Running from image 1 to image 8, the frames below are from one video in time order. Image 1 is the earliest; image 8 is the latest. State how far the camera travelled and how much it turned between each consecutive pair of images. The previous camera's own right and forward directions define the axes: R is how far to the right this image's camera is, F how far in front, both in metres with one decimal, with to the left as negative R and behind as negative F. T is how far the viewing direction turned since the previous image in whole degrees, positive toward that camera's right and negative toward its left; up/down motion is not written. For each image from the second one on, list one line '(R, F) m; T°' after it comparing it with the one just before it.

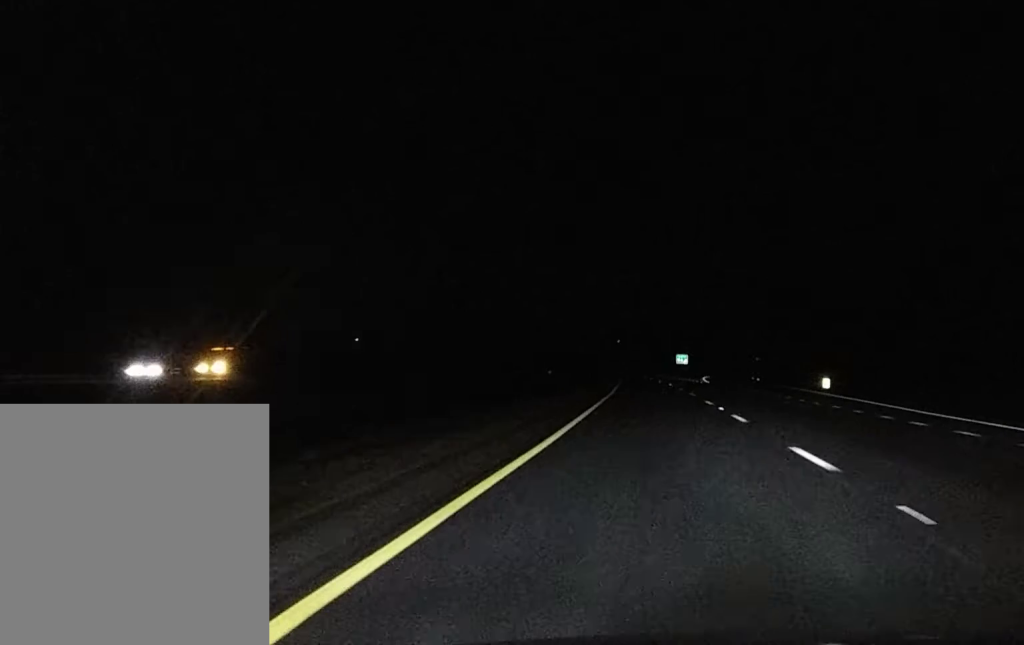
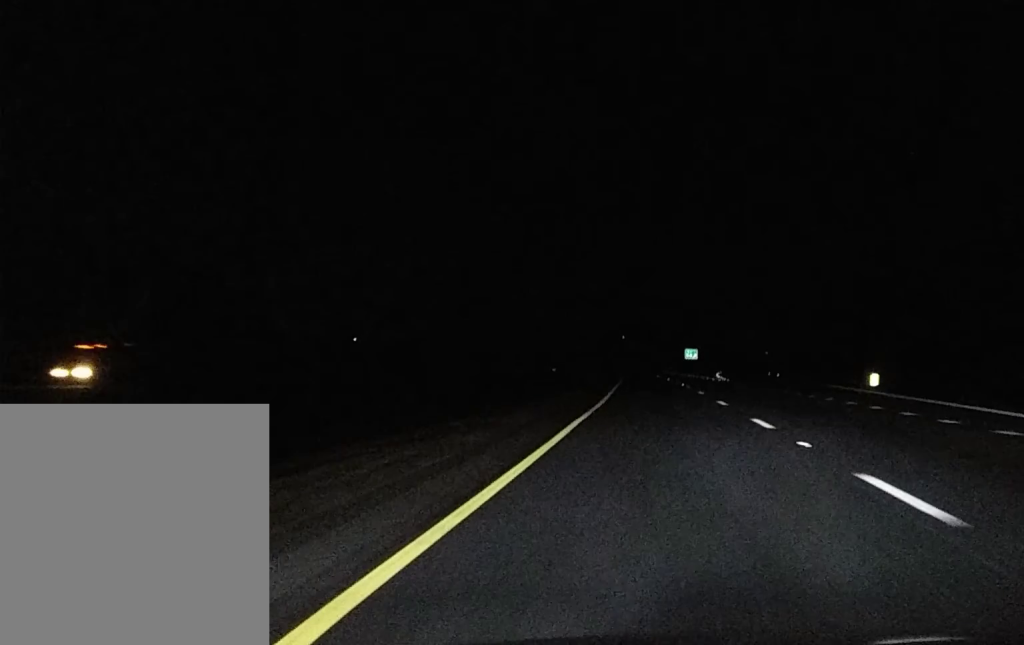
(0.0, +18.5) m; 0°
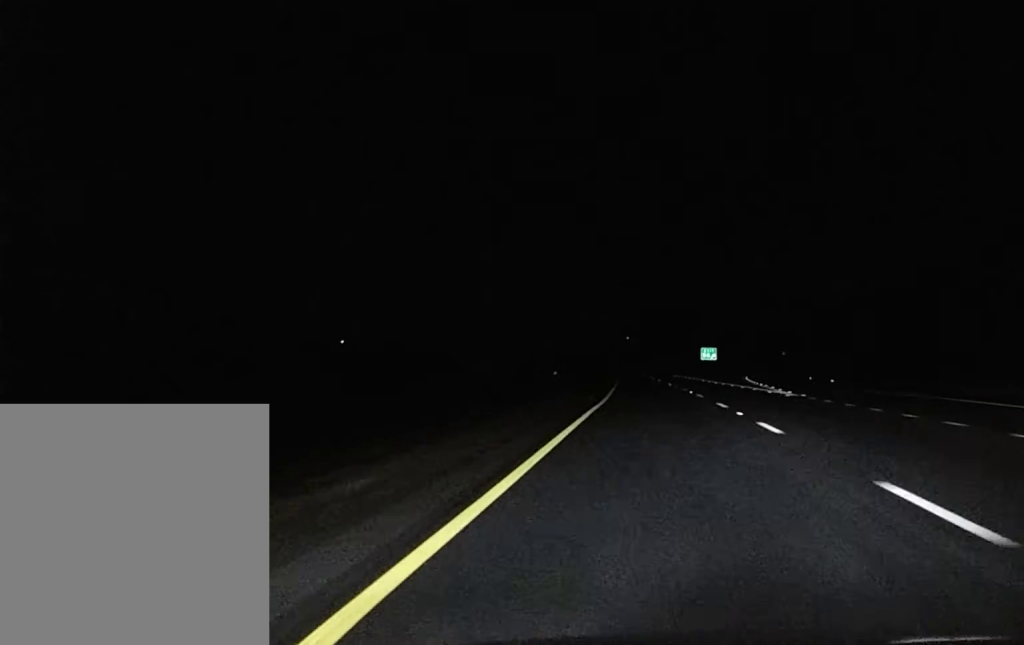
(+0.1, +33.2) m; +1°
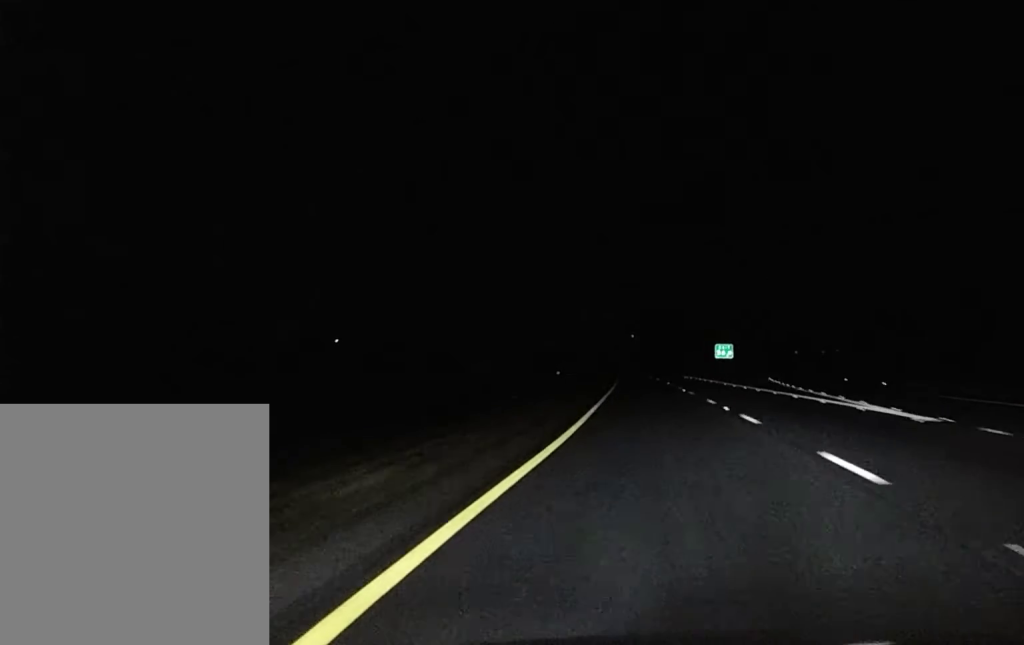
(+0.3, +19.5) m; 0°
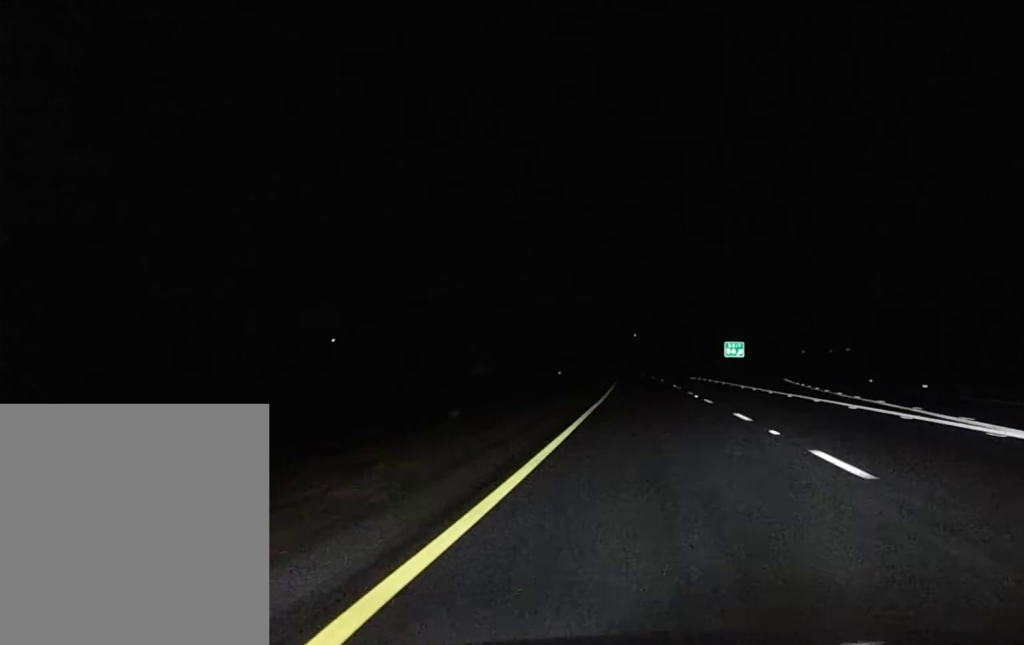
(-0.1, +12.3) m; 0°
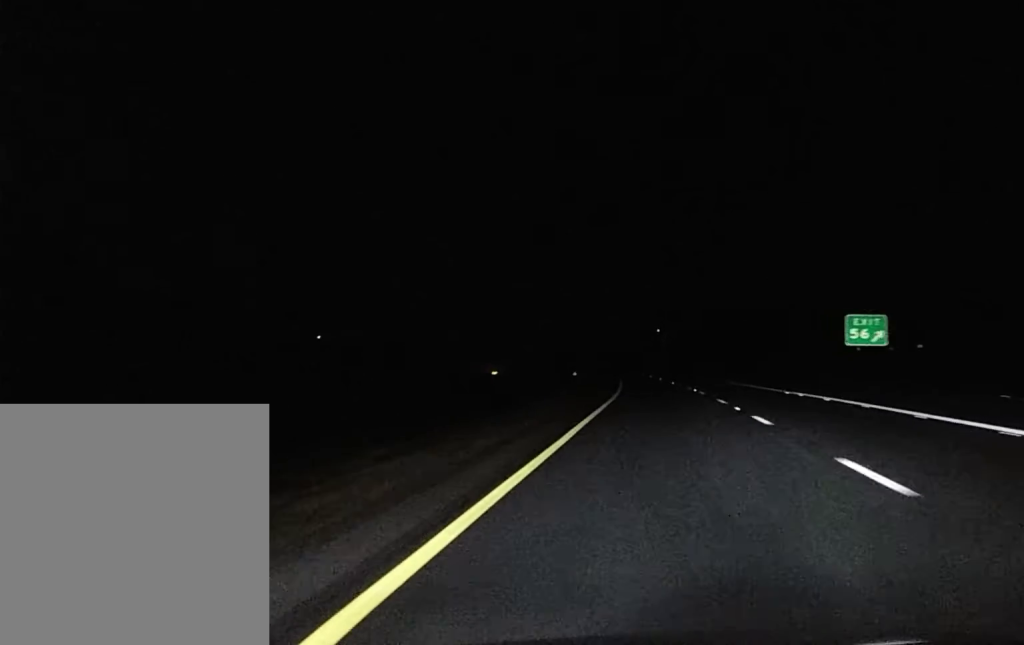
(-1.3, +54.4) m; -2°
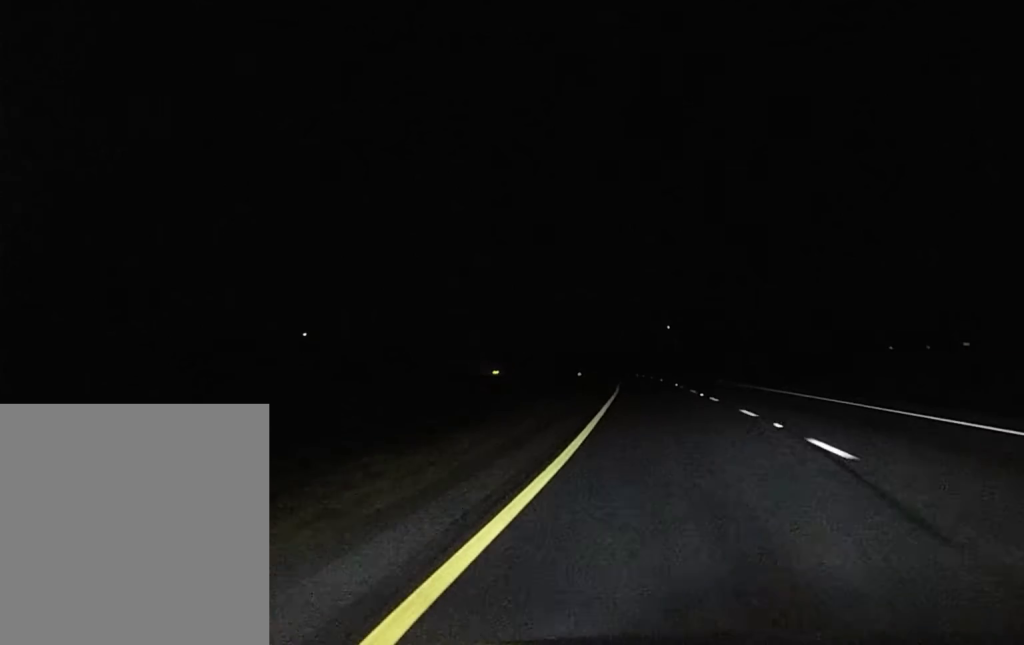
(-0.1, +32.5) m; 0°
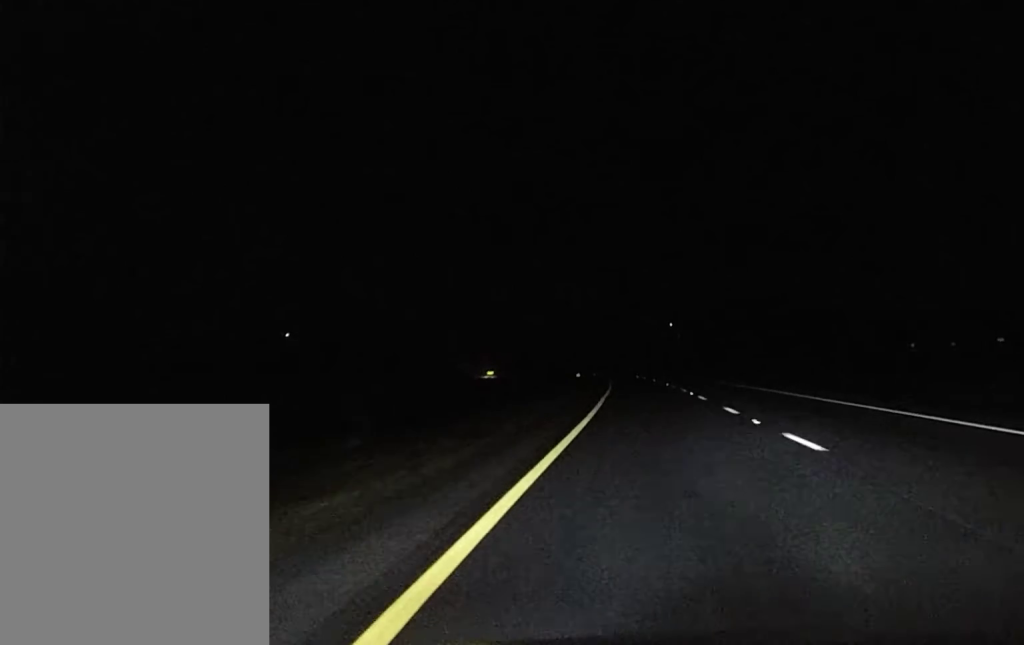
(0.0, +26.5) m; 0°
